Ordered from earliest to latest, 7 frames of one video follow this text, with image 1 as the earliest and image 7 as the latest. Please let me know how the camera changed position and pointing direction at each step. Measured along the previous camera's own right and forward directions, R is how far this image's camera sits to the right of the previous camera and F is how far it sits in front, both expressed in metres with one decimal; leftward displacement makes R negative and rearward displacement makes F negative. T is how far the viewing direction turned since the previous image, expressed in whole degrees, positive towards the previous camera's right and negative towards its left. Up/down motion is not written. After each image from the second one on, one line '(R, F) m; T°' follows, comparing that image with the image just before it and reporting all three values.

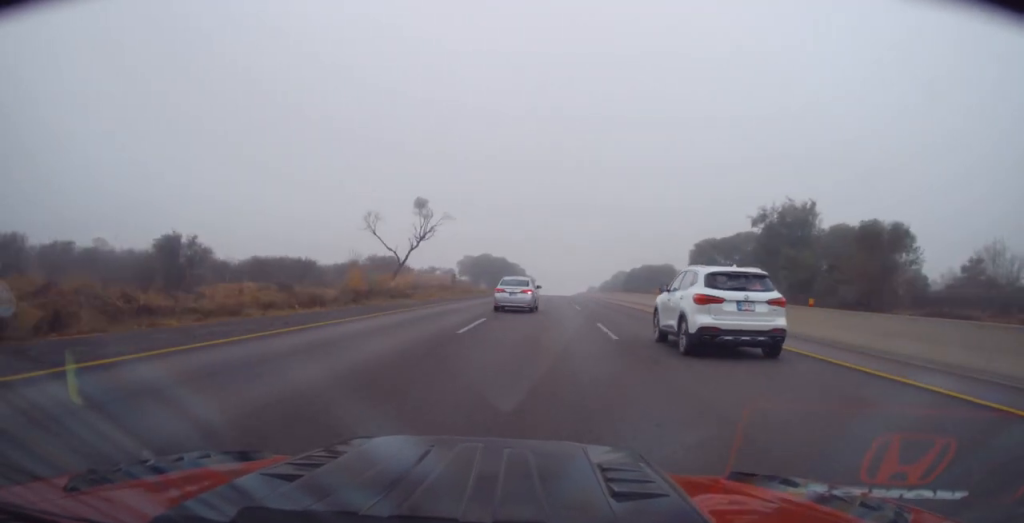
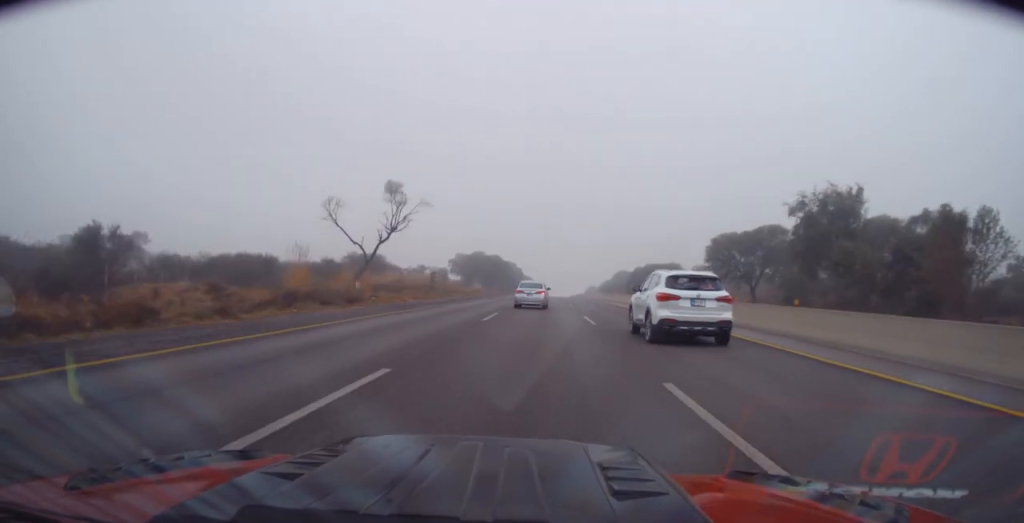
(-0.1, +12.1) m; +1°
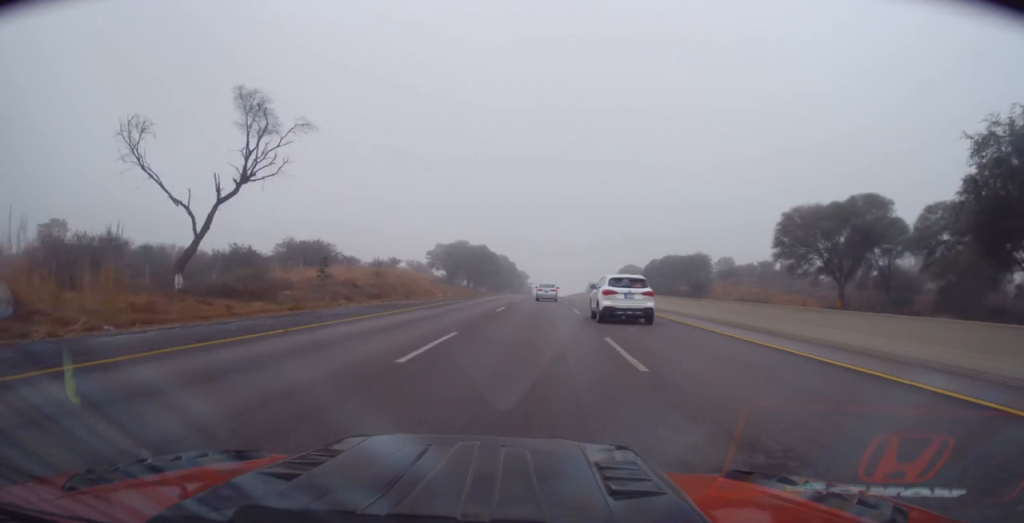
(+0.3, +29.0) m; 0°
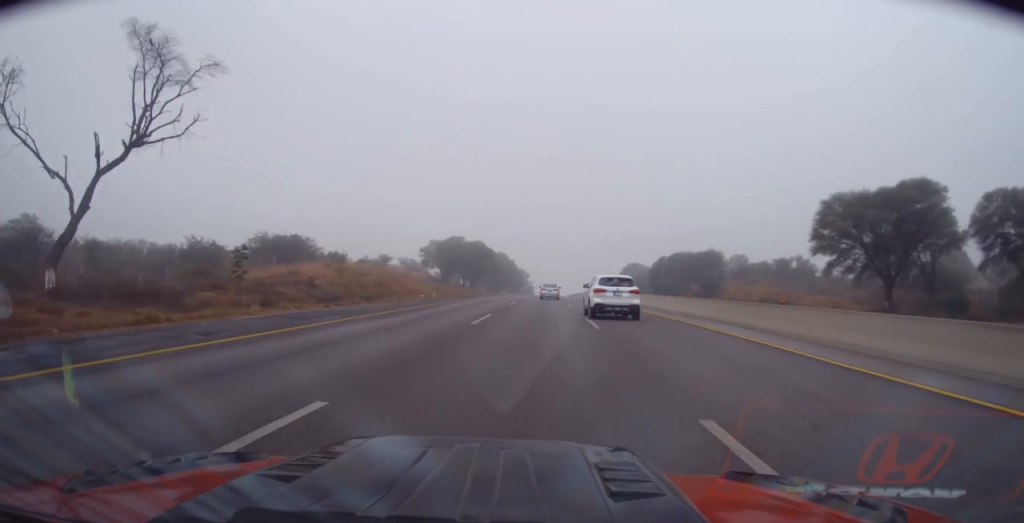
(-0.2, +9.2) m; 0°
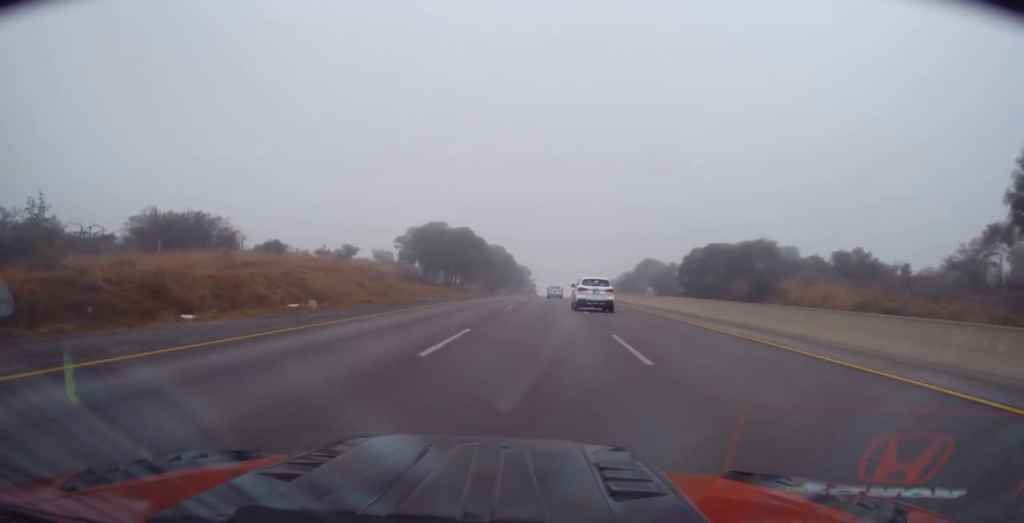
(+0.2, +26.1) m; 0°
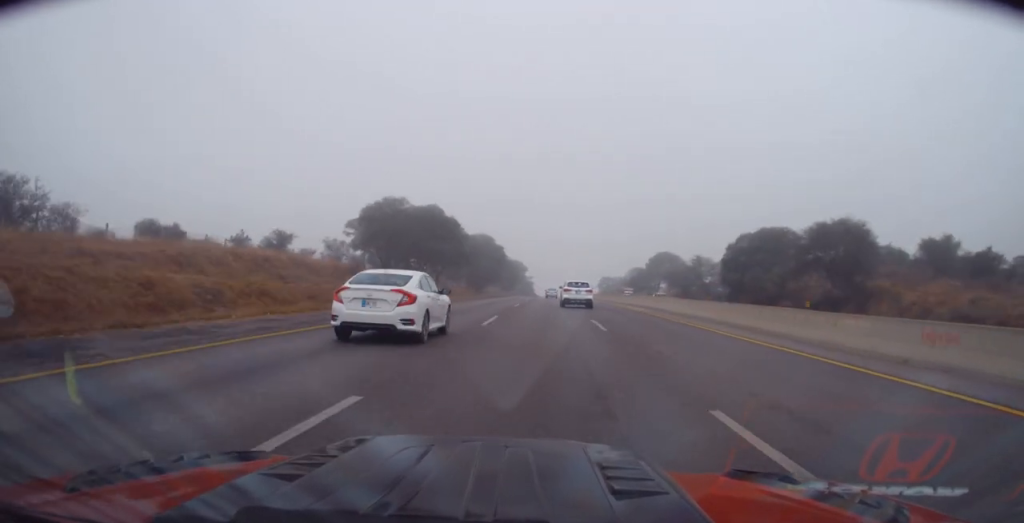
(-0.4, +27.6) m; -1°
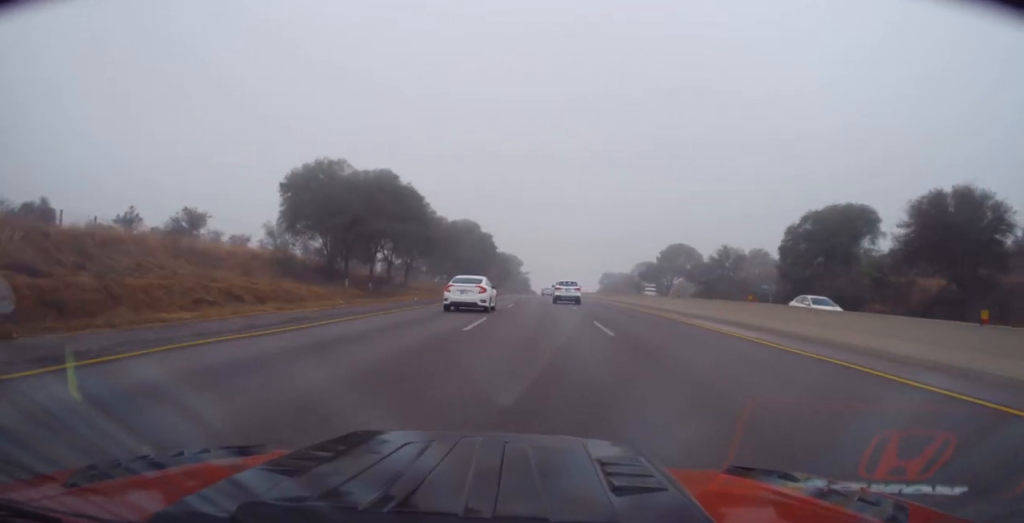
(+0.1, +21.8) m; +1°
